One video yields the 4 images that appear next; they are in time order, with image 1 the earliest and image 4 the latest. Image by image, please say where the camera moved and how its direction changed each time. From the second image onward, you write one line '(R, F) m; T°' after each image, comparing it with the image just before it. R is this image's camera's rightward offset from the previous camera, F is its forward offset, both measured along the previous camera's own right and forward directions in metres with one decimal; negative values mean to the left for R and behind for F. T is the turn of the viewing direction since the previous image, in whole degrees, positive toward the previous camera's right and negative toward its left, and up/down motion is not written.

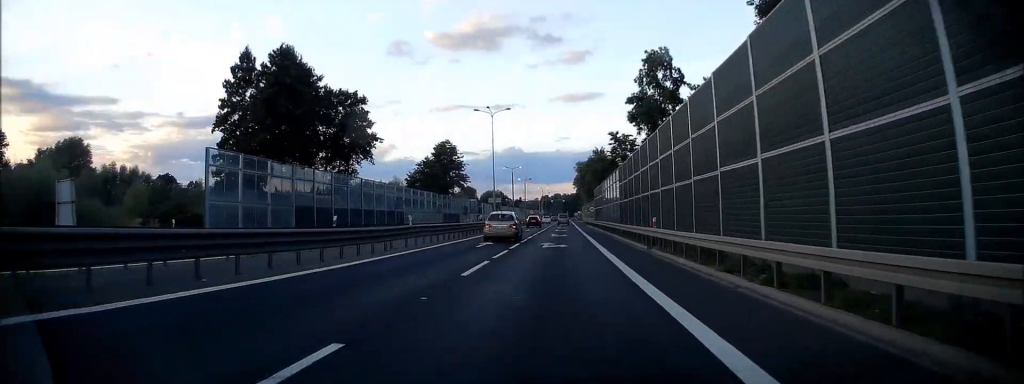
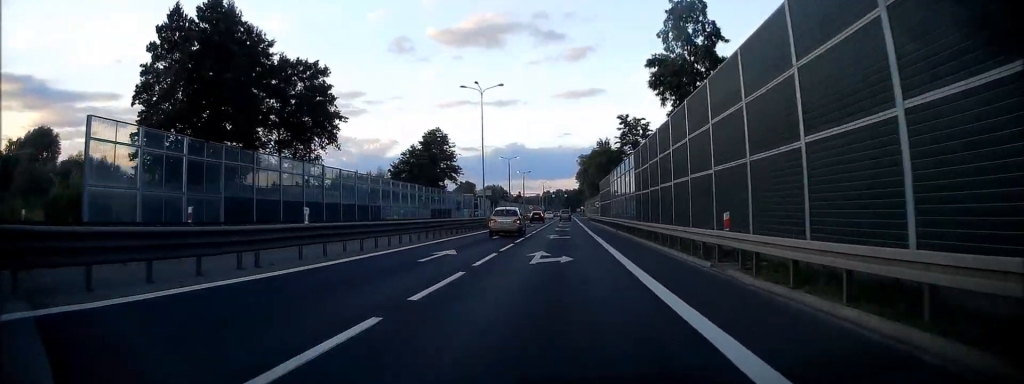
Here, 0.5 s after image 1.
(0.0, +10.6) m; 0°
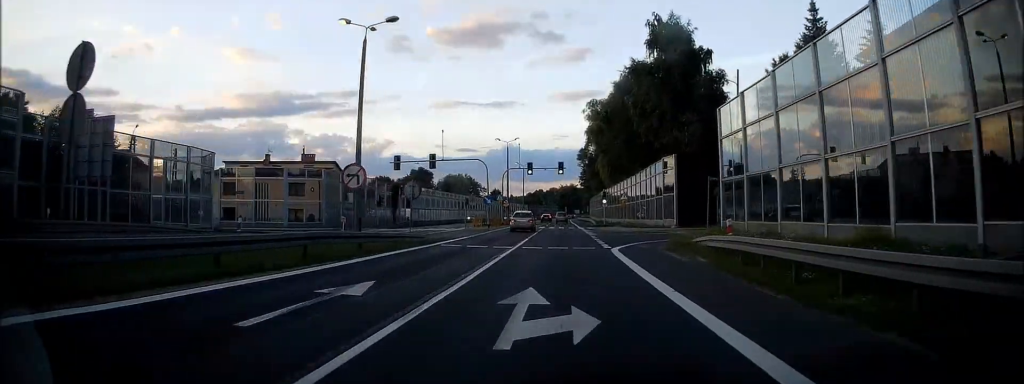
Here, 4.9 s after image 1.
(-0.3, +99.8) m; 0°
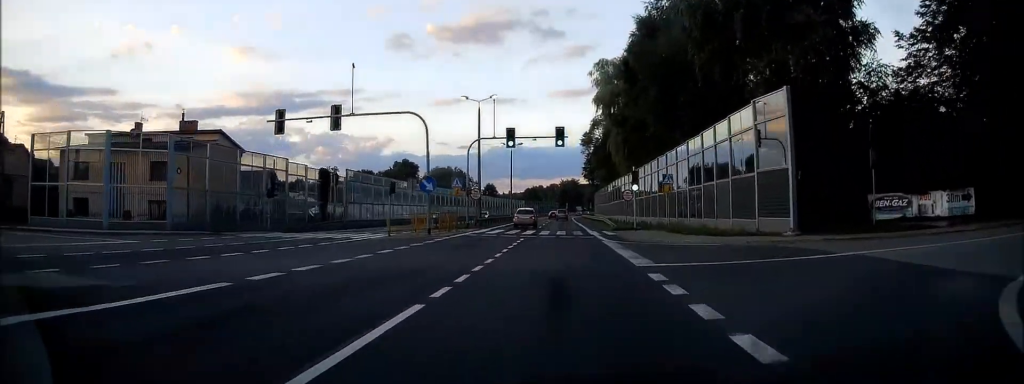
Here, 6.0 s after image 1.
(+0.2, +24.6) m; 0°
